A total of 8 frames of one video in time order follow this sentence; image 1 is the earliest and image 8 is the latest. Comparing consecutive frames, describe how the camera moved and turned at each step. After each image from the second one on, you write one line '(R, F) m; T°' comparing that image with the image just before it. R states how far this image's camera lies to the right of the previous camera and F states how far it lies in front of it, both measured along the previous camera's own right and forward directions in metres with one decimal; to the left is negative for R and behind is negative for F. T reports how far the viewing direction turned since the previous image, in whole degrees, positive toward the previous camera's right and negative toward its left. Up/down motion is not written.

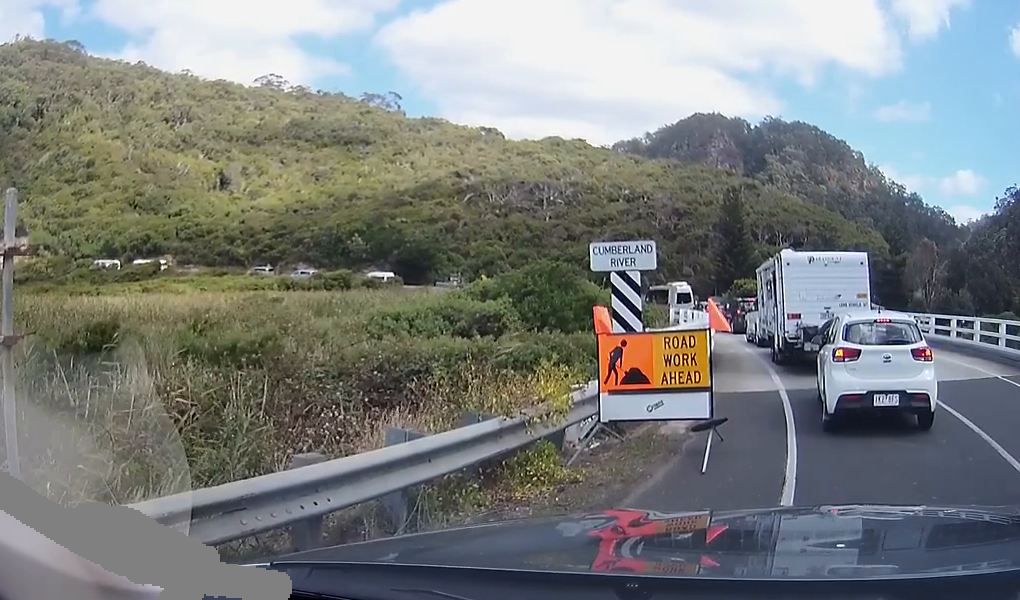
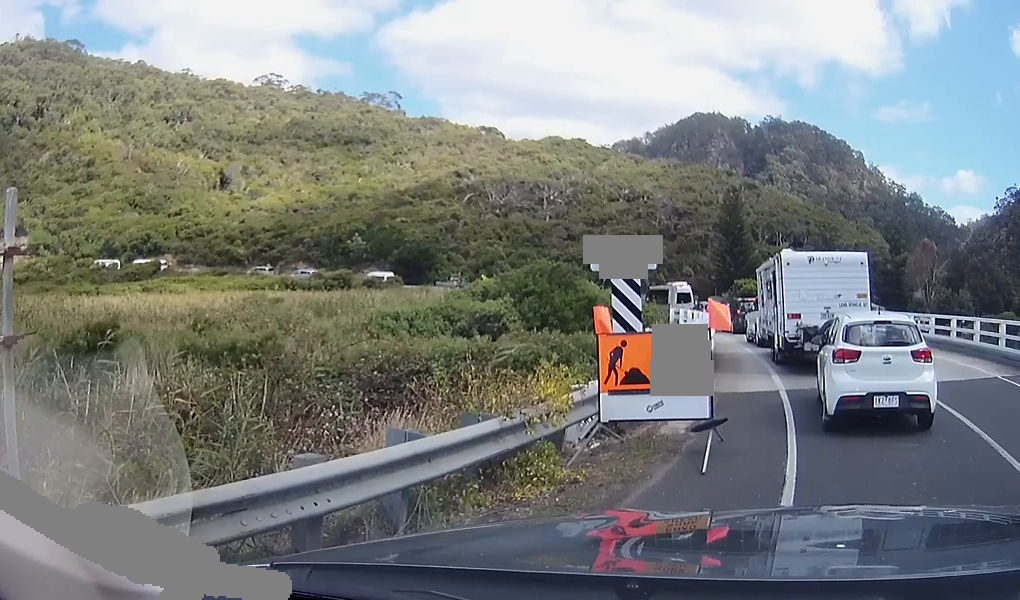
(0.0, 0.0) m; 0°
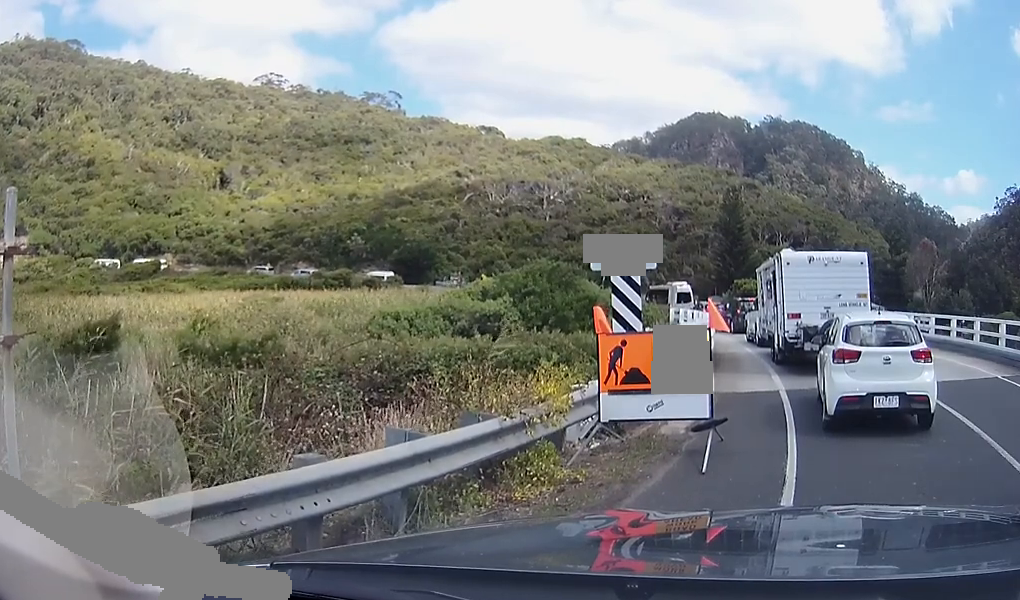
(0.0, 0.0) m; 0°
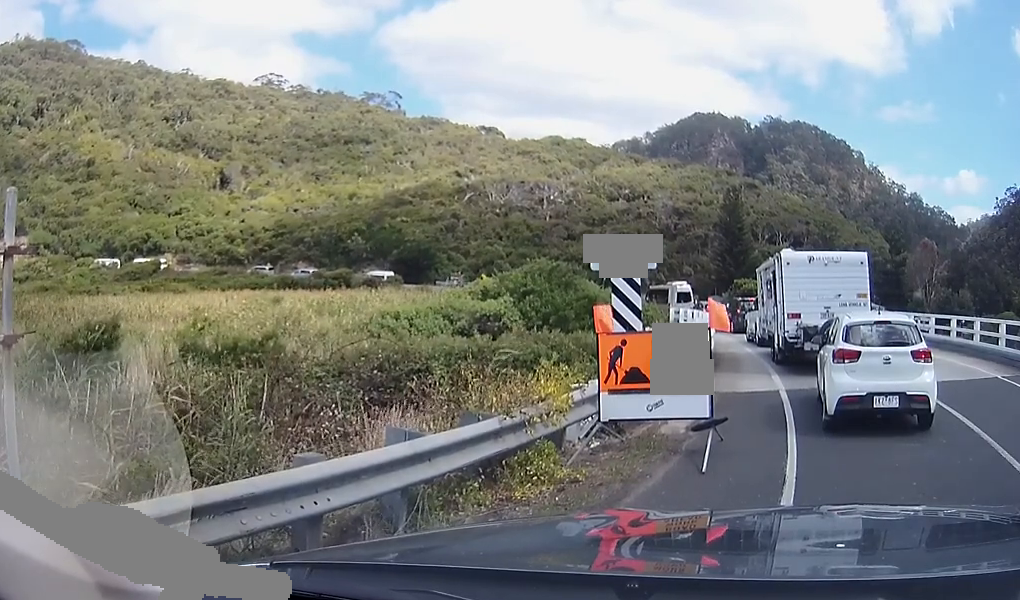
(0.0, 0.0) m; 0°
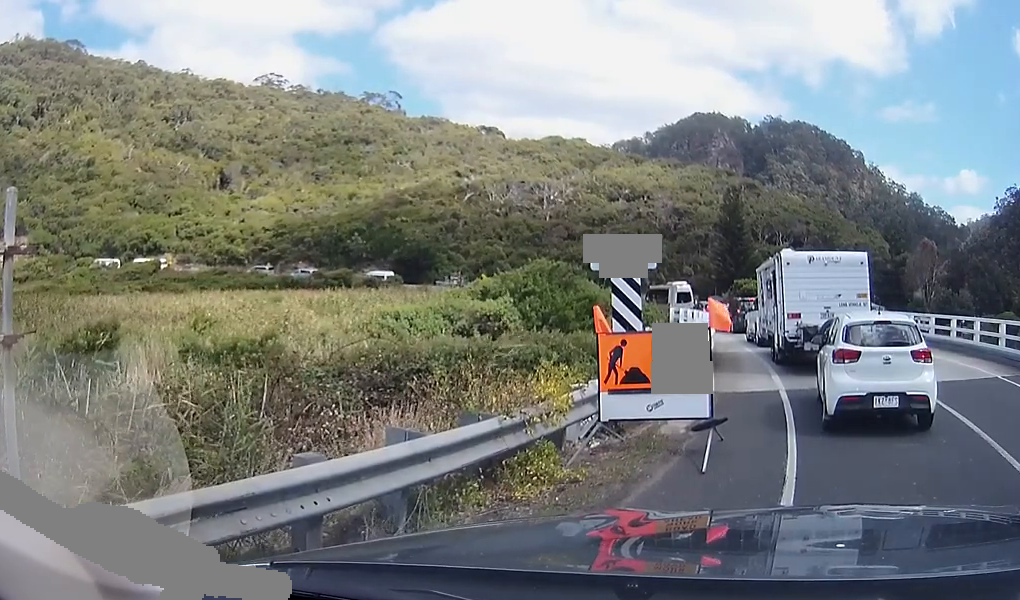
(0.0, 0.0) m; 0°
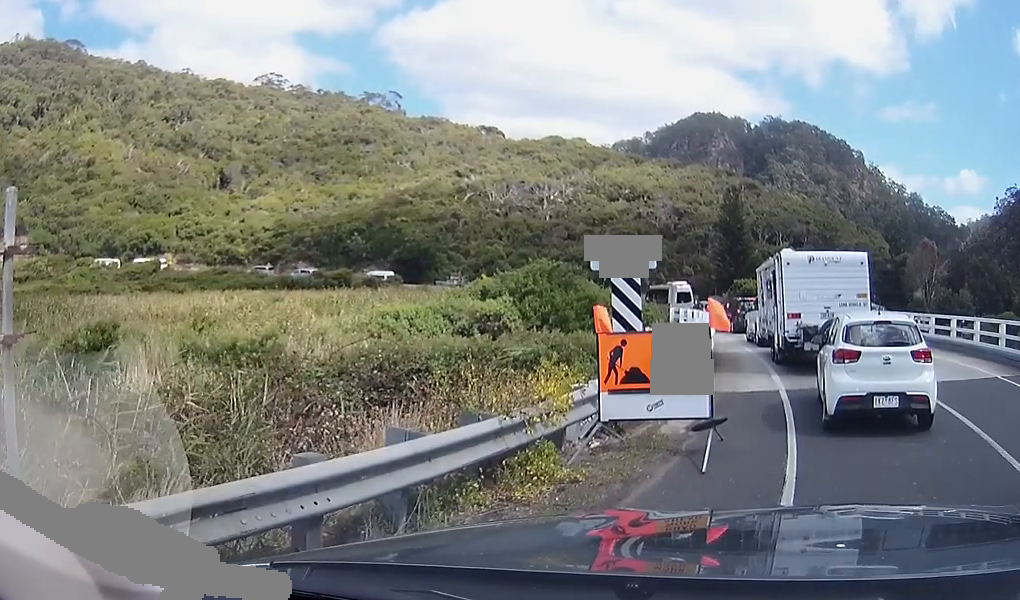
(0.0, 0.0) m; 0°
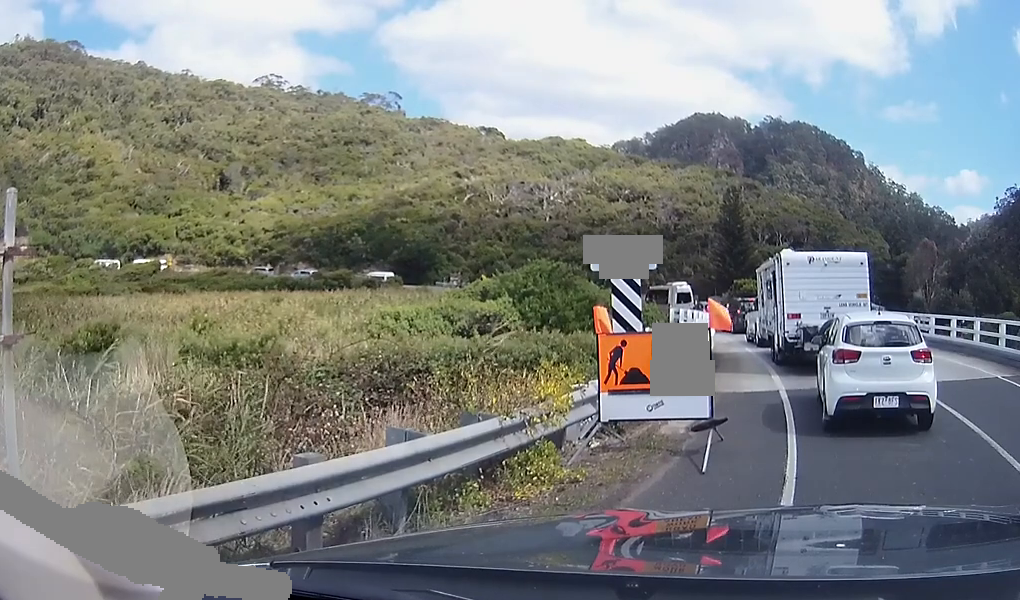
(0.0, 0.0) m; 0°
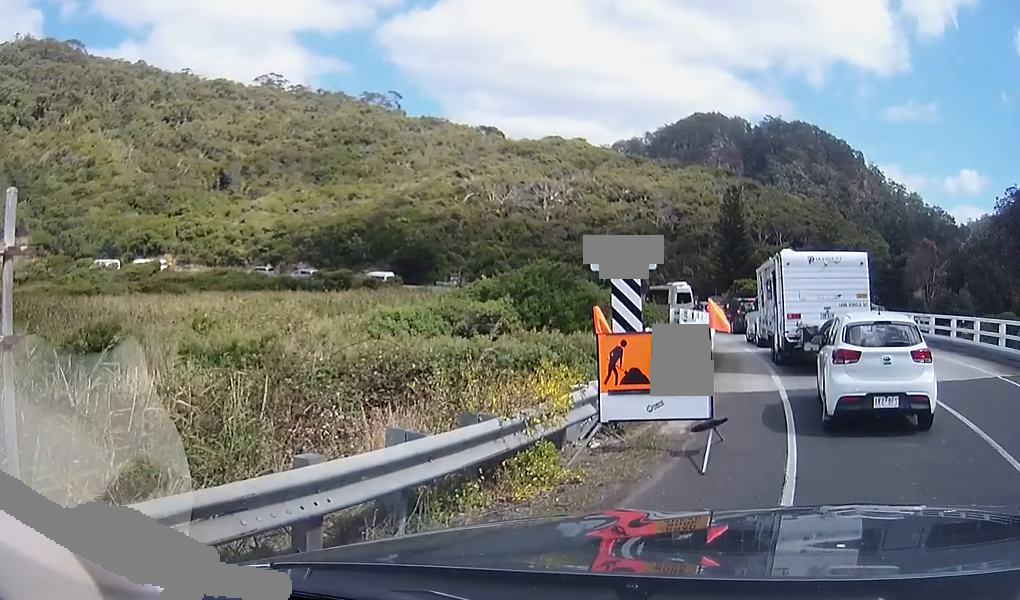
(0.0, 0.0) m; 0°
